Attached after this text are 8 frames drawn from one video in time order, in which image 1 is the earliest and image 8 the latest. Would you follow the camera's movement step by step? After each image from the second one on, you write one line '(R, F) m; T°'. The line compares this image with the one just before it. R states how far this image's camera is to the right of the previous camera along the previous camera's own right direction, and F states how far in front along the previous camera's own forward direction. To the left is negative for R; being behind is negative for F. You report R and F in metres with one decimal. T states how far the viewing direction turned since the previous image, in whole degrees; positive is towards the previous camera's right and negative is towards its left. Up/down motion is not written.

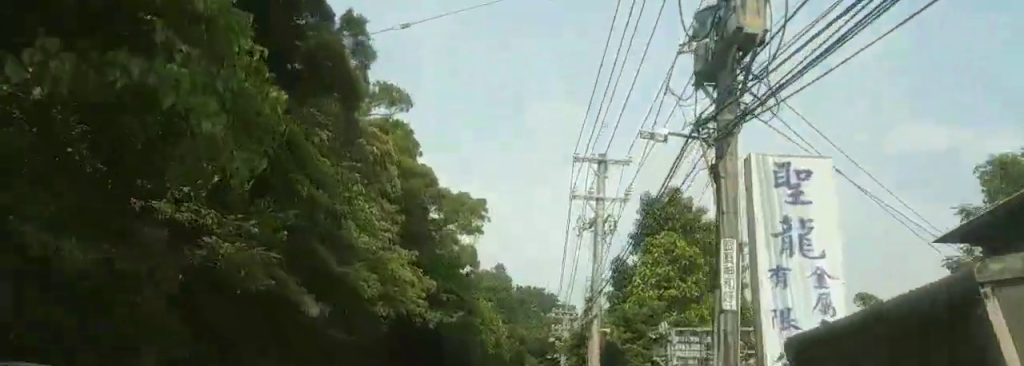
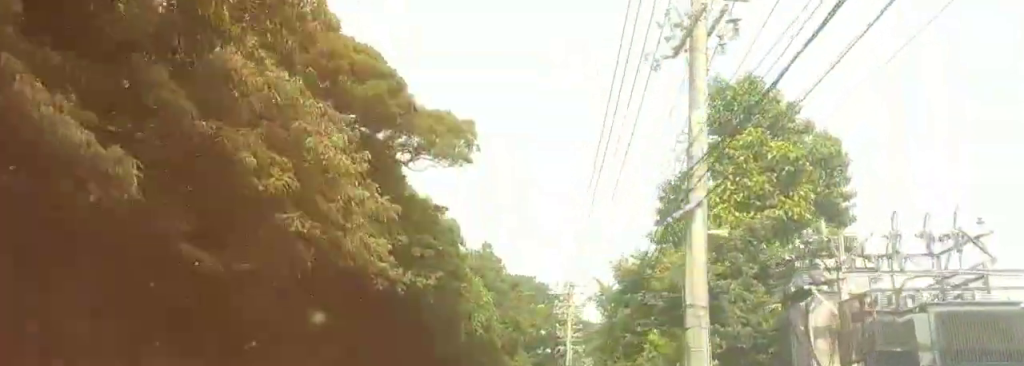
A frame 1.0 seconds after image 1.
(0.0, +12.1) m; 0°
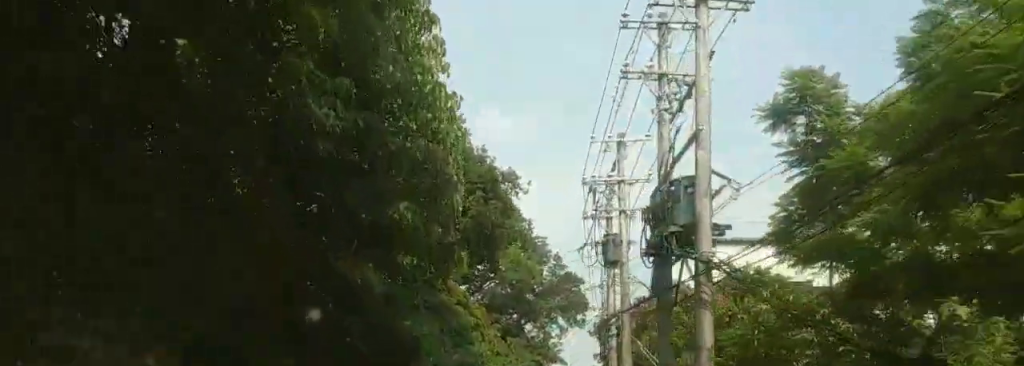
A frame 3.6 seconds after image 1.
(+0.1, +32.0) m; +5°
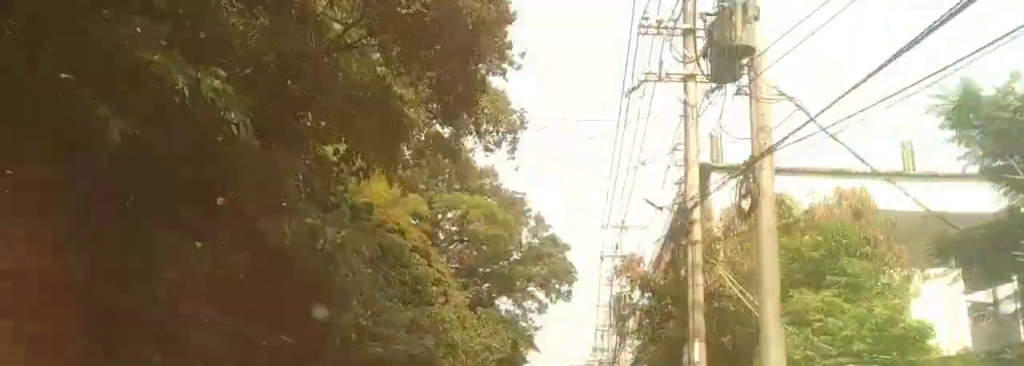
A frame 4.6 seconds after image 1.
(+0.7, +12.1) m; +6°
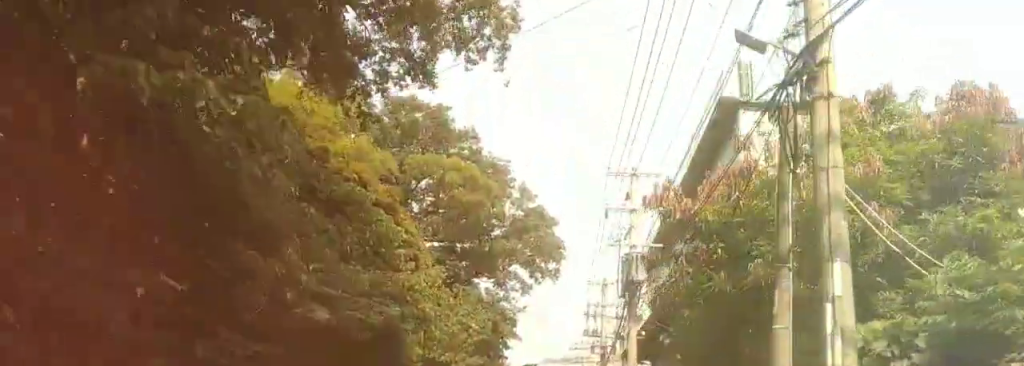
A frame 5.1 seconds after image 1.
(+0.2, +5.6) m; +2°
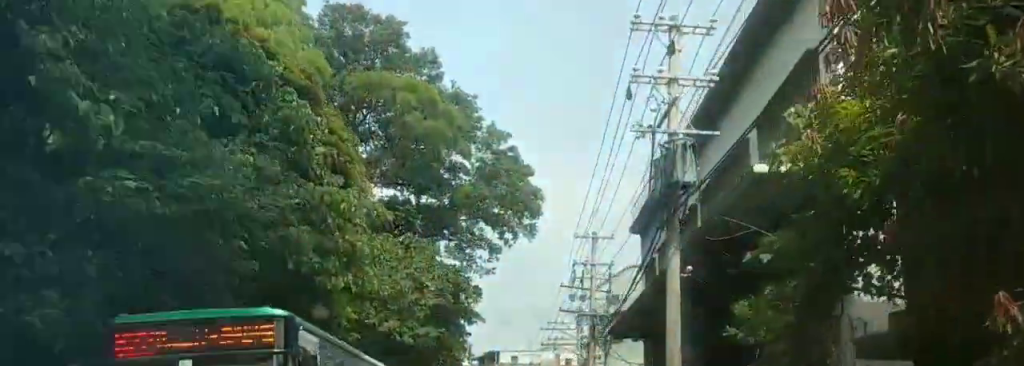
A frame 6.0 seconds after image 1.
(+0.2, +9.4) m; 0°
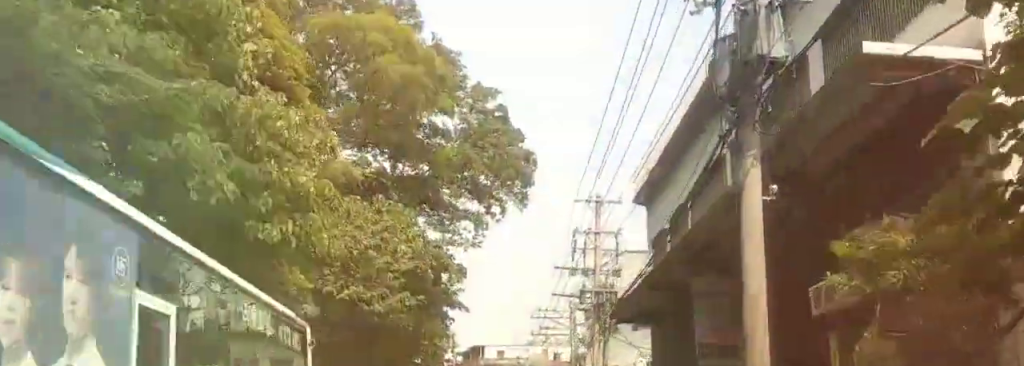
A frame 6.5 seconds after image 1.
(0.0, +5.6) m; -1°
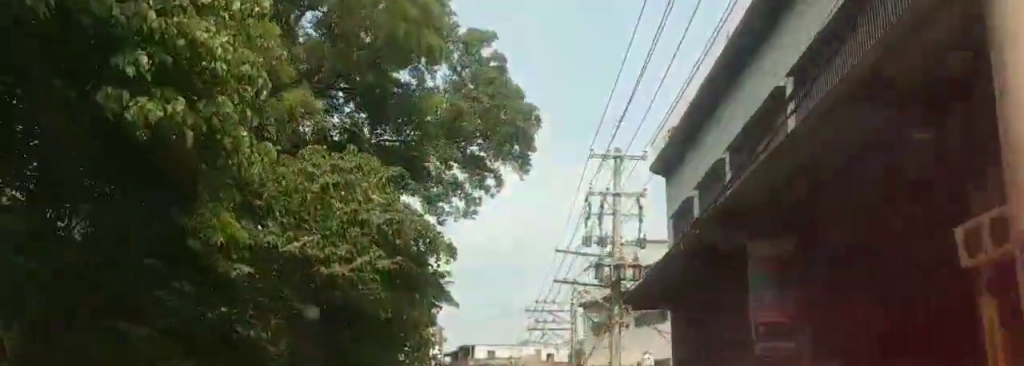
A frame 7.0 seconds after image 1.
(-0.1, +5.2) m; 0°
